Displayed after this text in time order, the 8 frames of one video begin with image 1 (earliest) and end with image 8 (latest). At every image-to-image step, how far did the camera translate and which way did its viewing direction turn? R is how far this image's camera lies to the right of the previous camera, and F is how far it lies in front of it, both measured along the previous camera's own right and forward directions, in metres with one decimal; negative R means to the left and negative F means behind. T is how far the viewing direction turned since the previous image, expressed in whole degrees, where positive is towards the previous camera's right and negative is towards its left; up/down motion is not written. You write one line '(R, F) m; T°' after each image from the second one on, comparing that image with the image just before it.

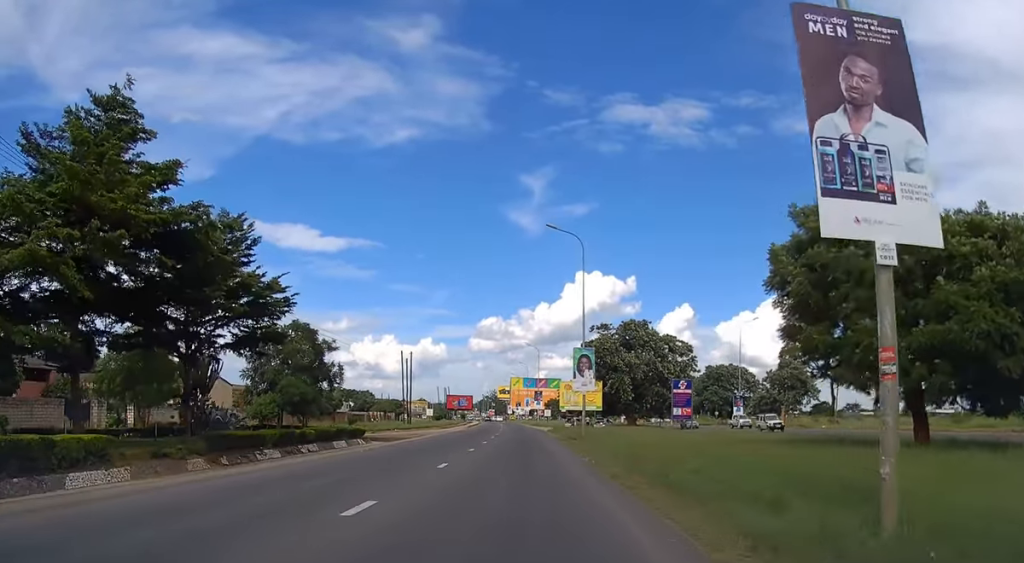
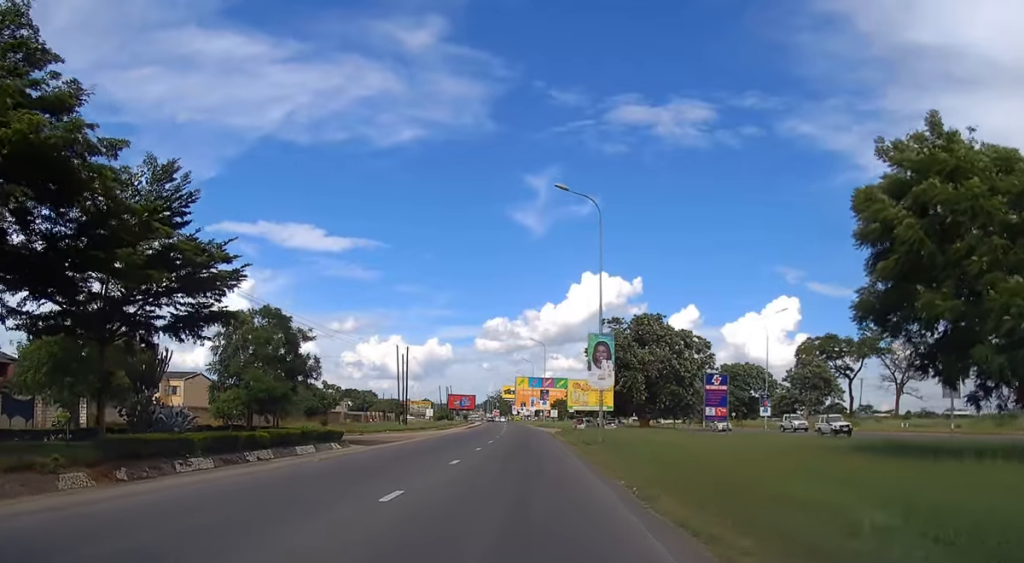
(-0.1, +7.2) m; 0°
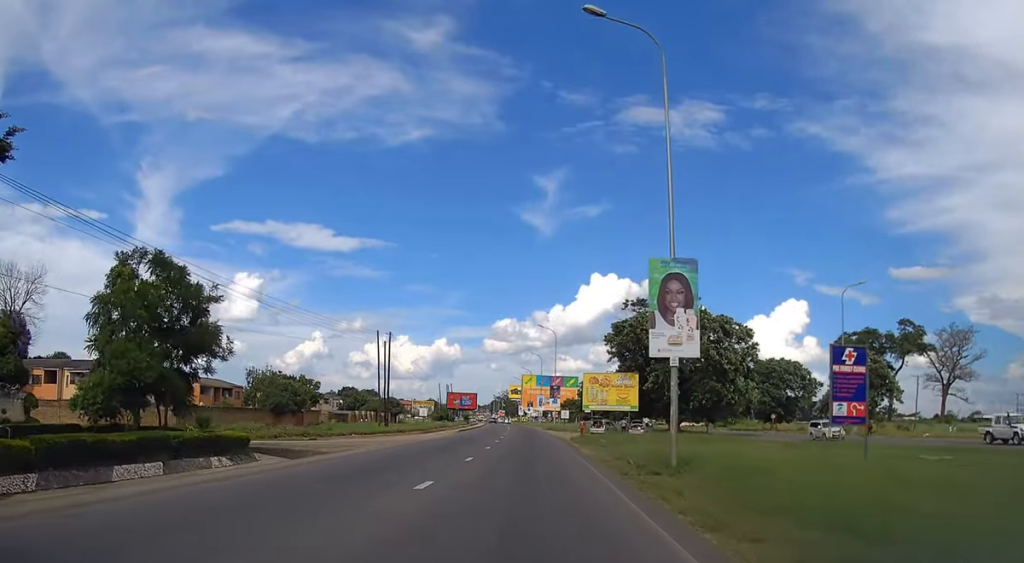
(0.0, +15.9) m; 0°
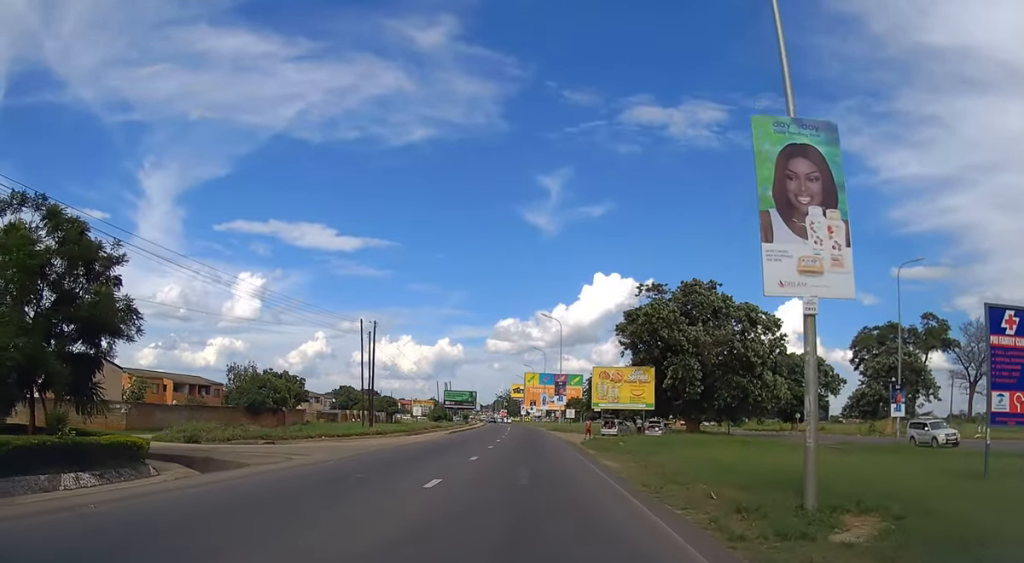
(0.0, +8.7) m; -1°
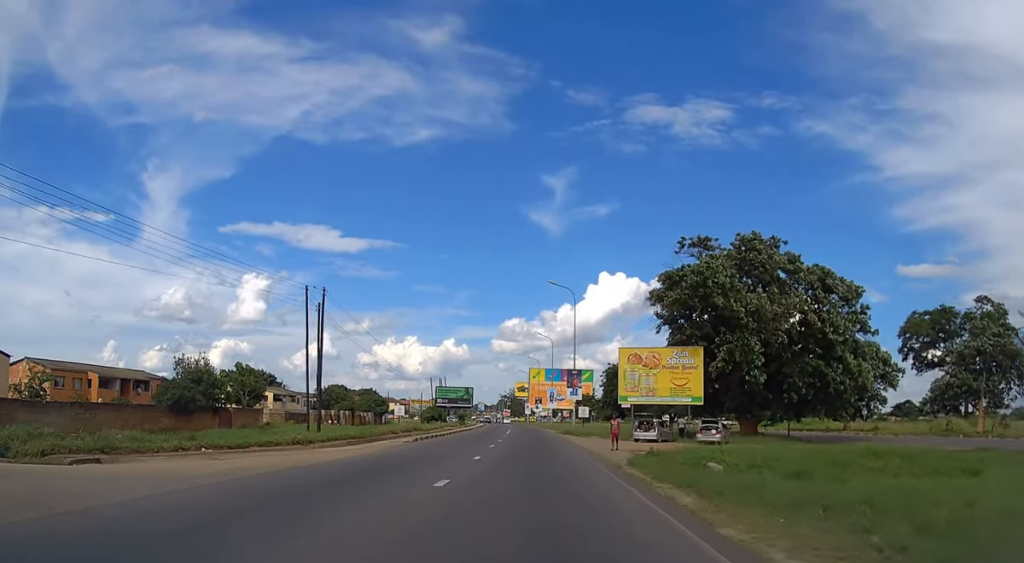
(-0.3, +18.0) m; -1°
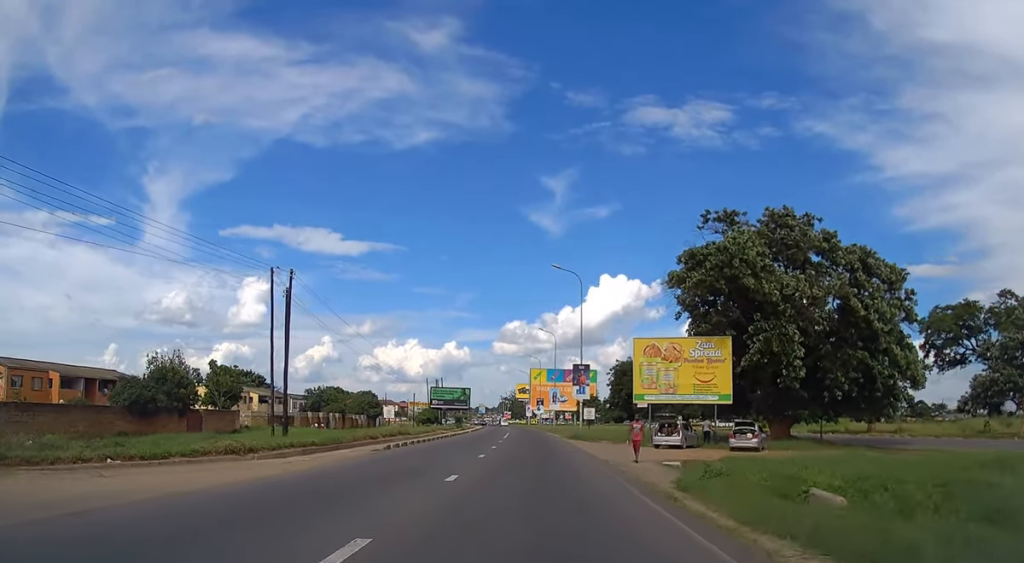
(0.0, +7.0) m; 0°
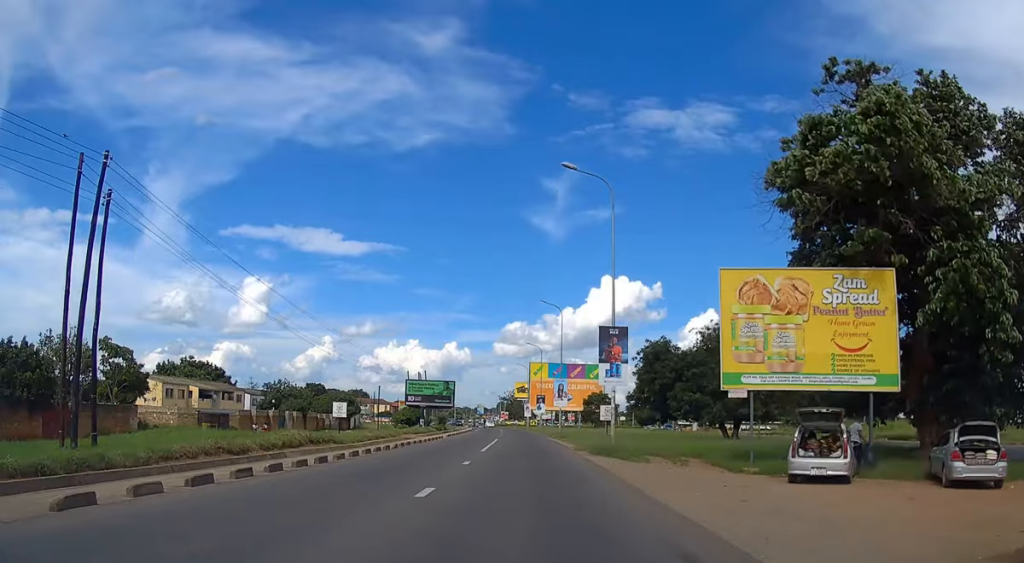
(-0.1, +20.5) m; -1°
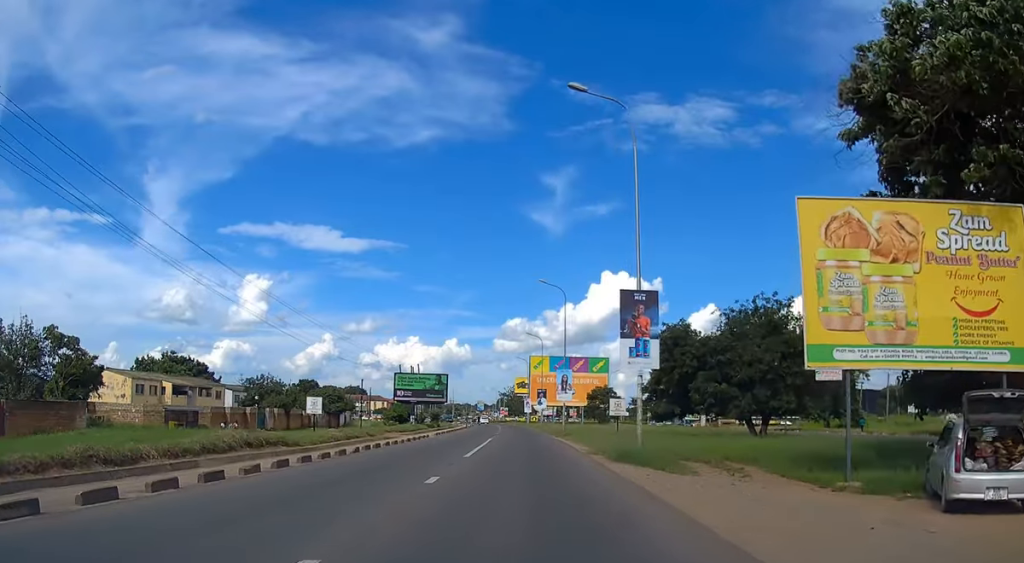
(-0.1, +7.3) m; 0°
